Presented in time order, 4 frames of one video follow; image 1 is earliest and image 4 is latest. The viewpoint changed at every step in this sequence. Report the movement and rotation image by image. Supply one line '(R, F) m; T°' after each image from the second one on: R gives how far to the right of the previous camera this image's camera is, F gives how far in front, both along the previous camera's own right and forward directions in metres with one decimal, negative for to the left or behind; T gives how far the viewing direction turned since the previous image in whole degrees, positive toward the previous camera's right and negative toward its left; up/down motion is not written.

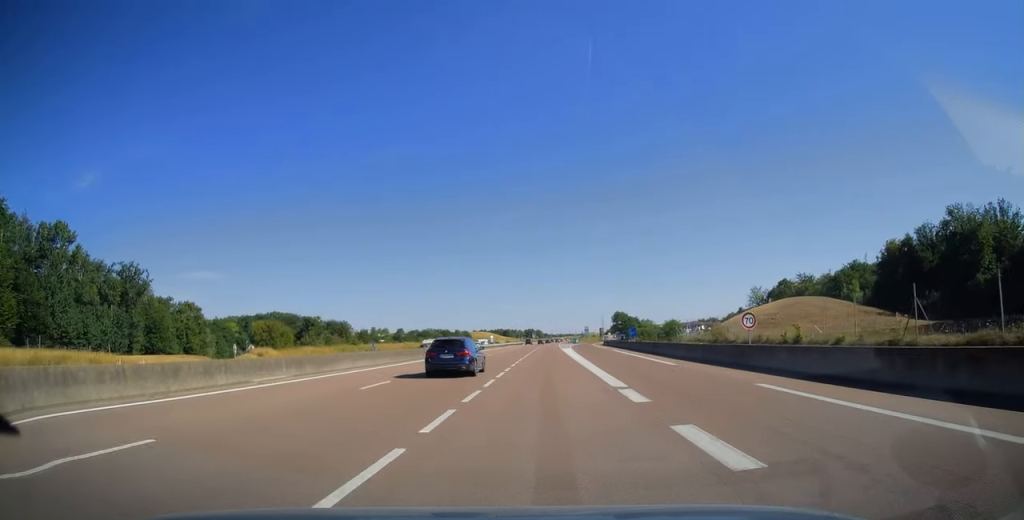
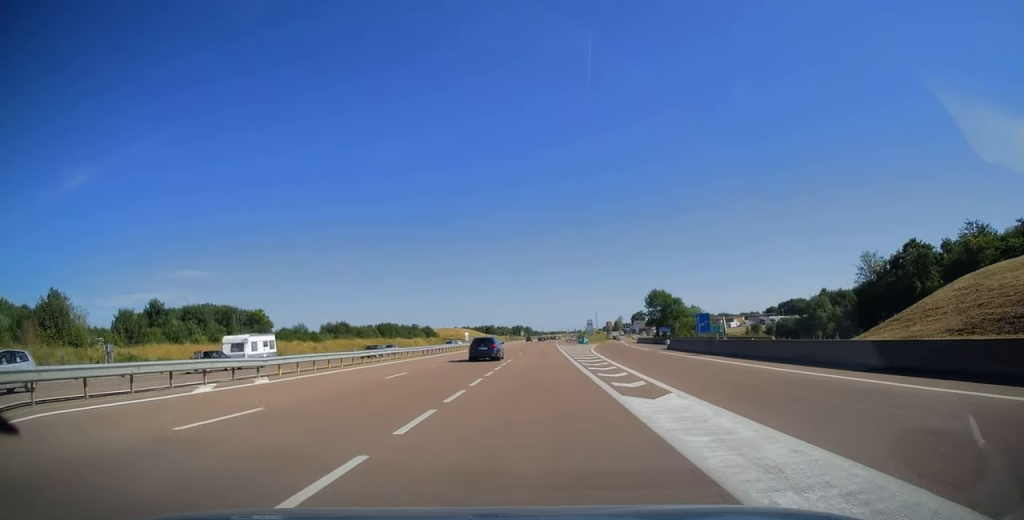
(+0.6, +75.2) m; +1°
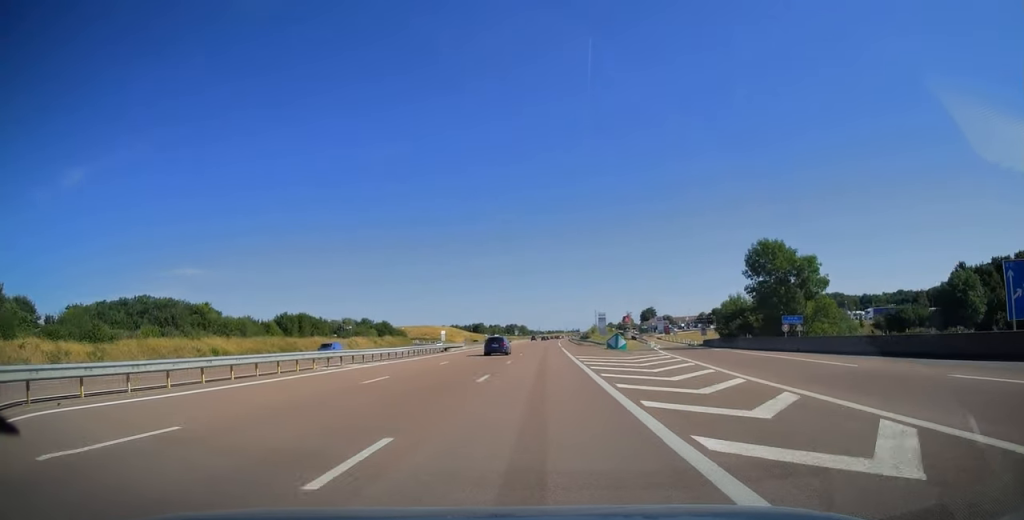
(+0.2, +55.9) m; 0°
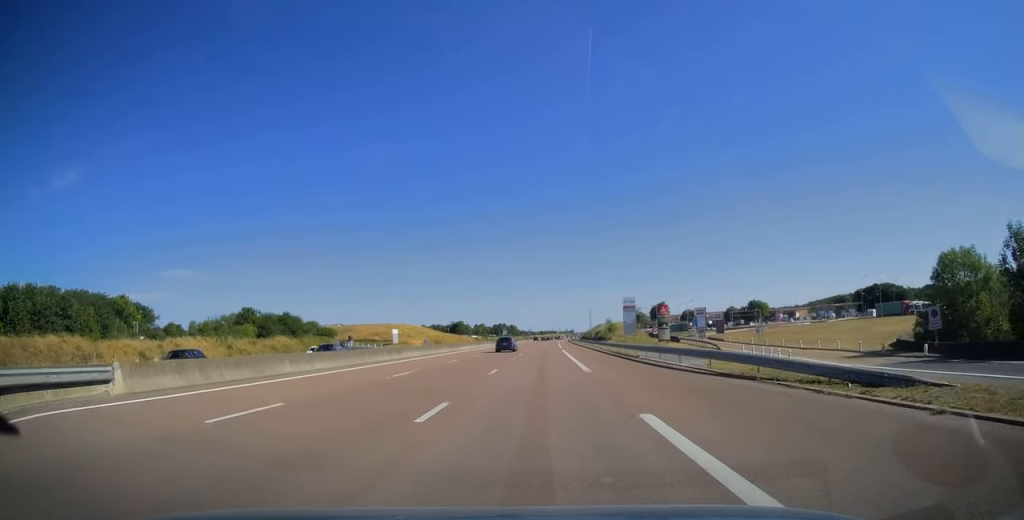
(+0.2, +61.7) m; +1°
